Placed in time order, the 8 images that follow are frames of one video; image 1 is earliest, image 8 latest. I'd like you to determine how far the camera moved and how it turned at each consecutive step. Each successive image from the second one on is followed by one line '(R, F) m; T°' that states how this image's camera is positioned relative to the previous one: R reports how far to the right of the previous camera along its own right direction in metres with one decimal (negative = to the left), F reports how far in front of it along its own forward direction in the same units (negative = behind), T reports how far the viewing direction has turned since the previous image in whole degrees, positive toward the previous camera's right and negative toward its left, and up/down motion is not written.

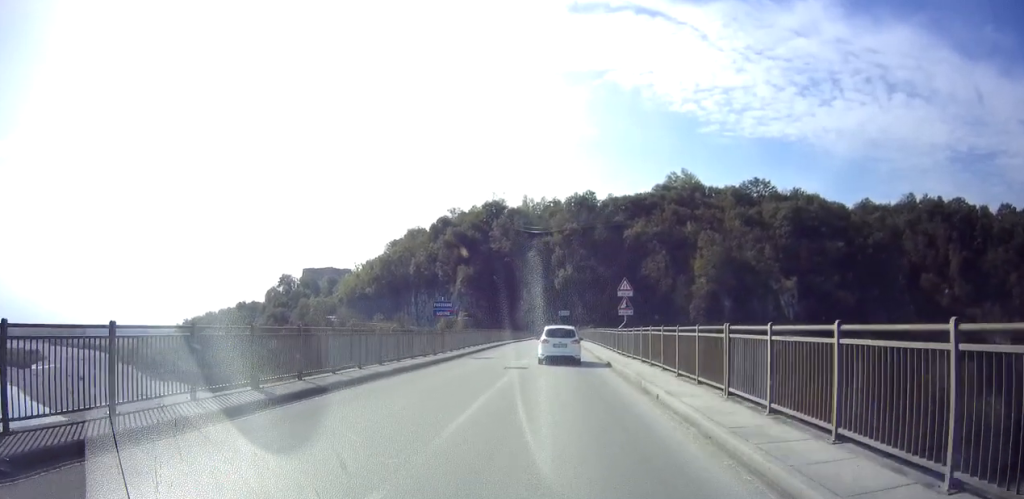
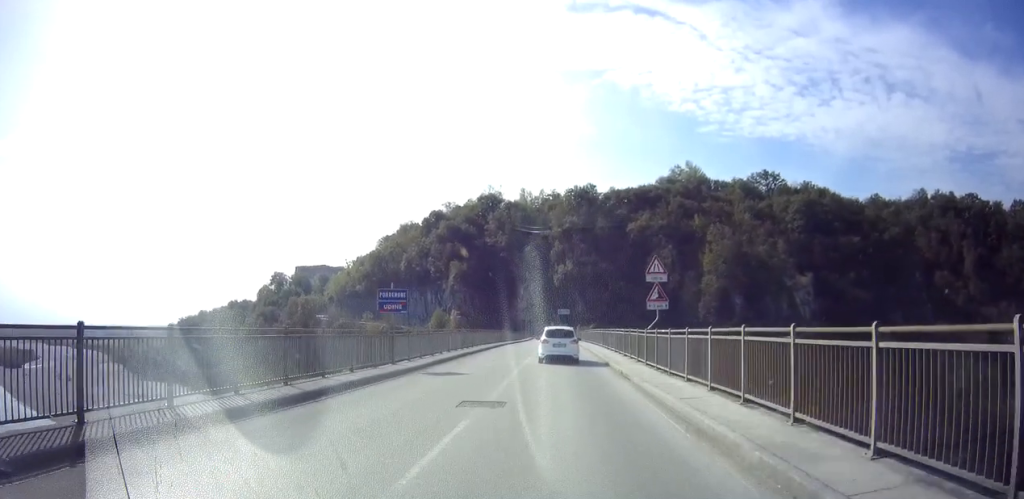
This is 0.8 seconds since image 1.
(0.0, +8.6) m; 0°
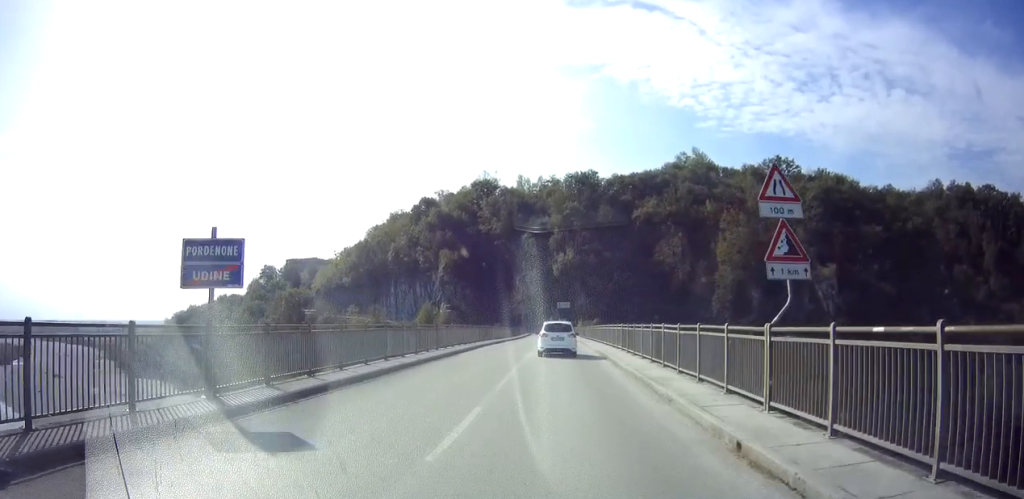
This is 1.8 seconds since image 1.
(0.0, +10.8) m; 0°
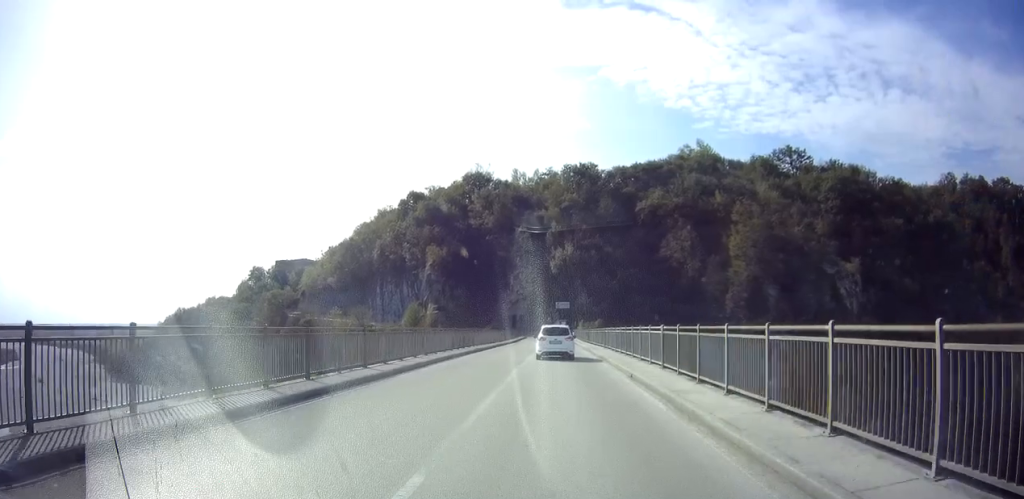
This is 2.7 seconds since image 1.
(0.0, +10.4) m; 0°
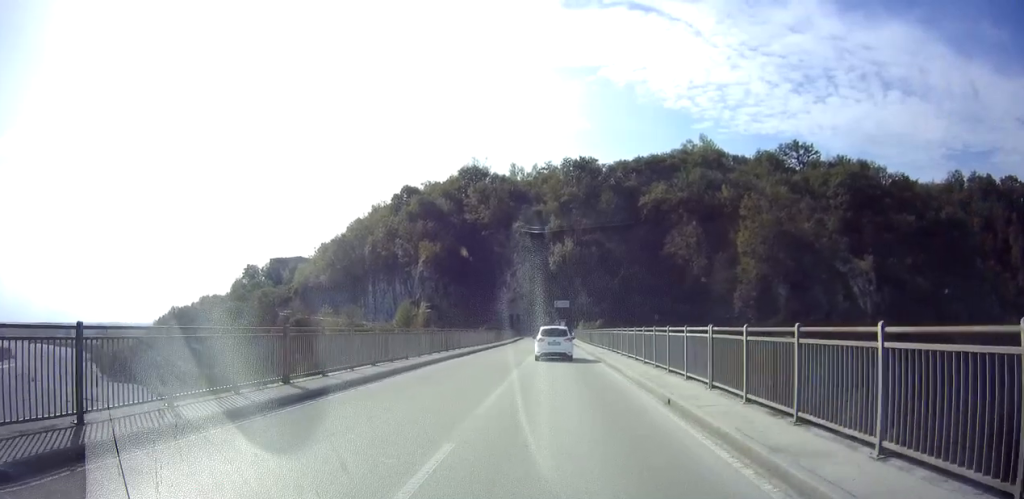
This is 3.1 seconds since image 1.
(+0.1, +5.1) m; -1°
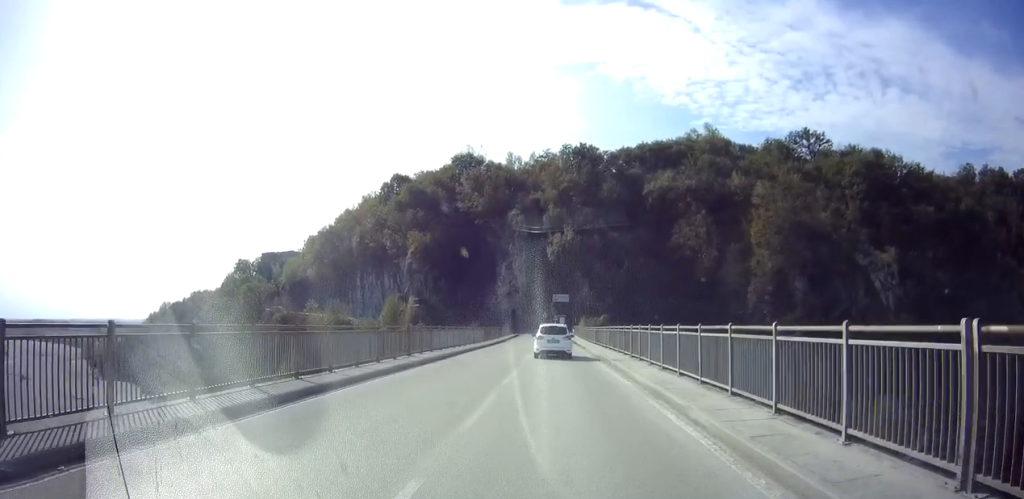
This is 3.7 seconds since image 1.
(-0.1, +7.5) m; 0°
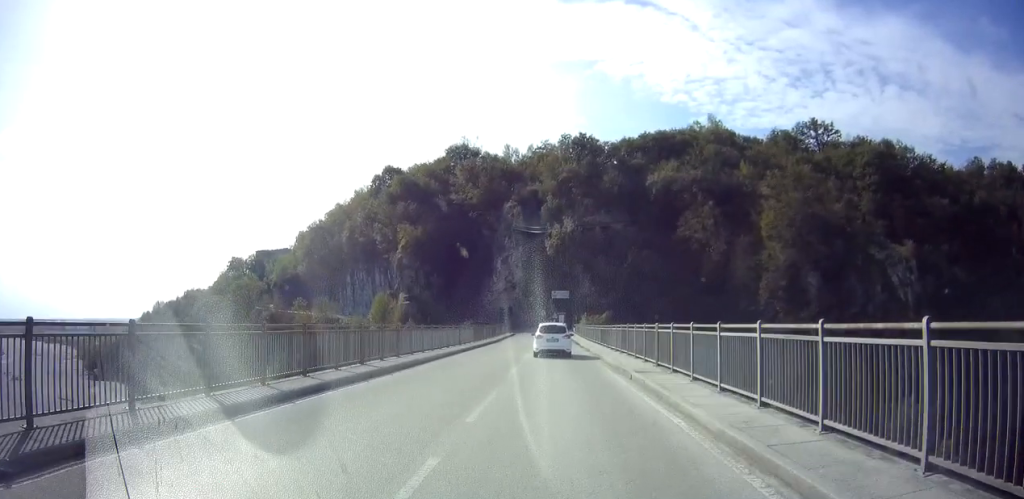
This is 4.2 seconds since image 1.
(-0.2, +5.6) m; 0°
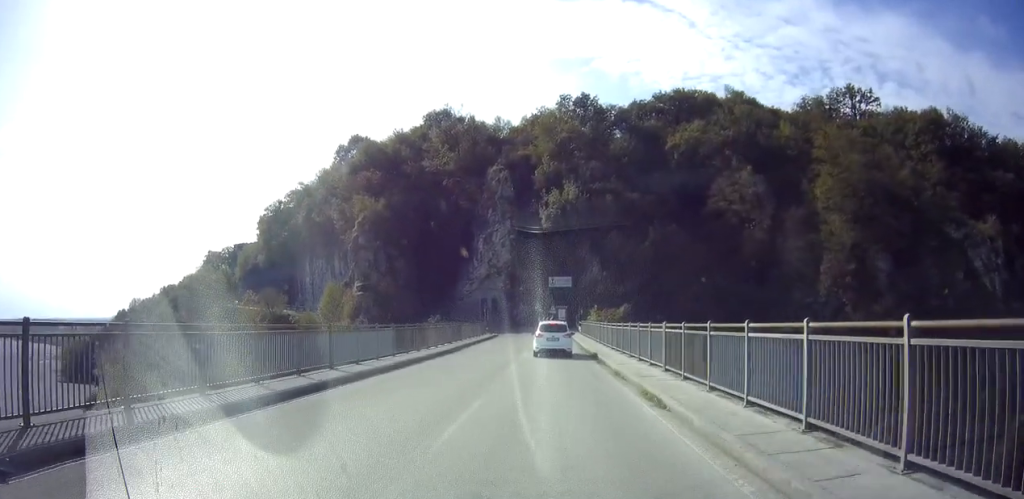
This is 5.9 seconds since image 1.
(+0.6, +20.5) m; +2°
